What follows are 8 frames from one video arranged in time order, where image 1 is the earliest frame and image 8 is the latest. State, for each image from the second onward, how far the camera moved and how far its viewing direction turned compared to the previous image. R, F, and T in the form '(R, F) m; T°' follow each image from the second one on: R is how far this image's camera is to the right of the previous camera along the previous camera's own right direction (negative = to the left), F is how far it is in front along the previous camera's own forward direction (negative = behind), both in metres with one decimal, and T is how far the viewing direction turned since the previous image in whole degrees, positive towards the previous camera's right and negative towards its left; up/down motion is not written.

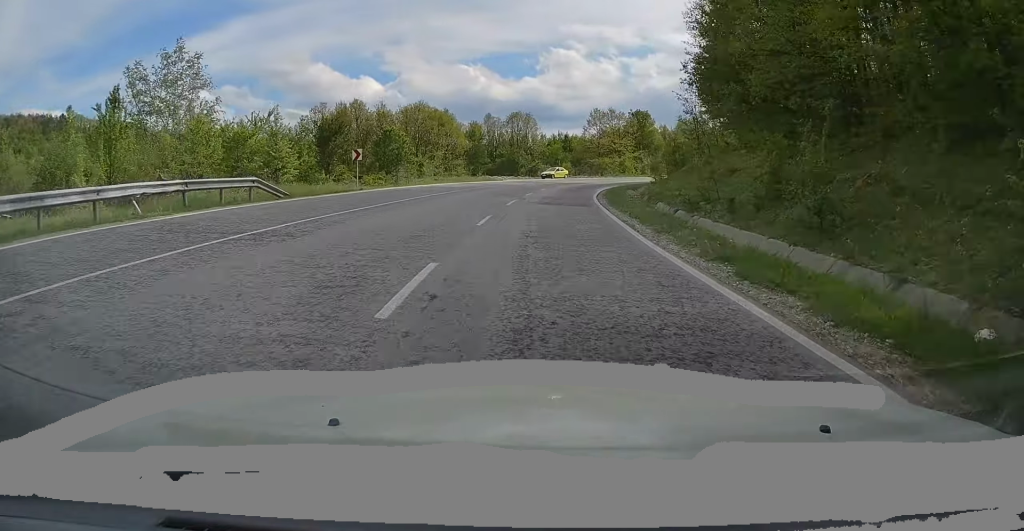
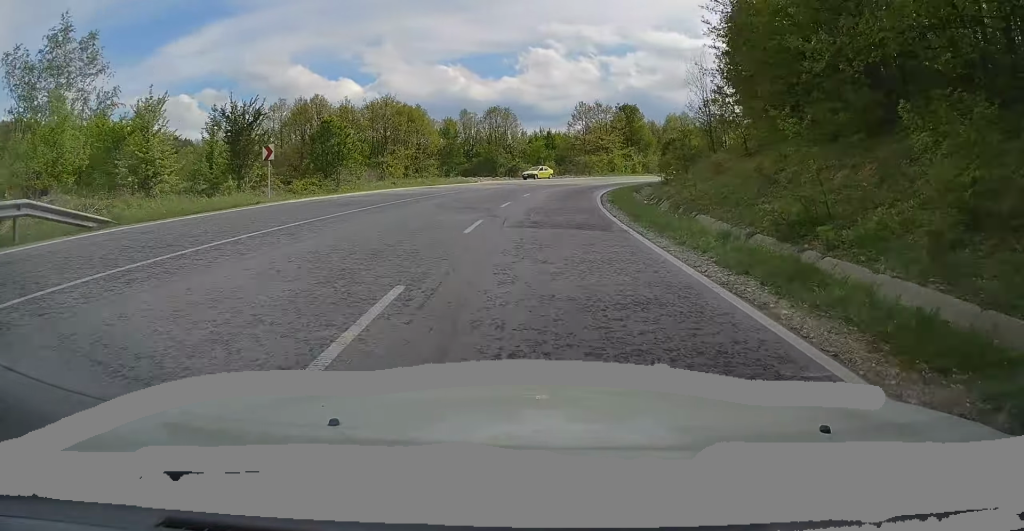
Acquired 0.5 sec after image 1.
(+0.3, +10.2) m; +2°
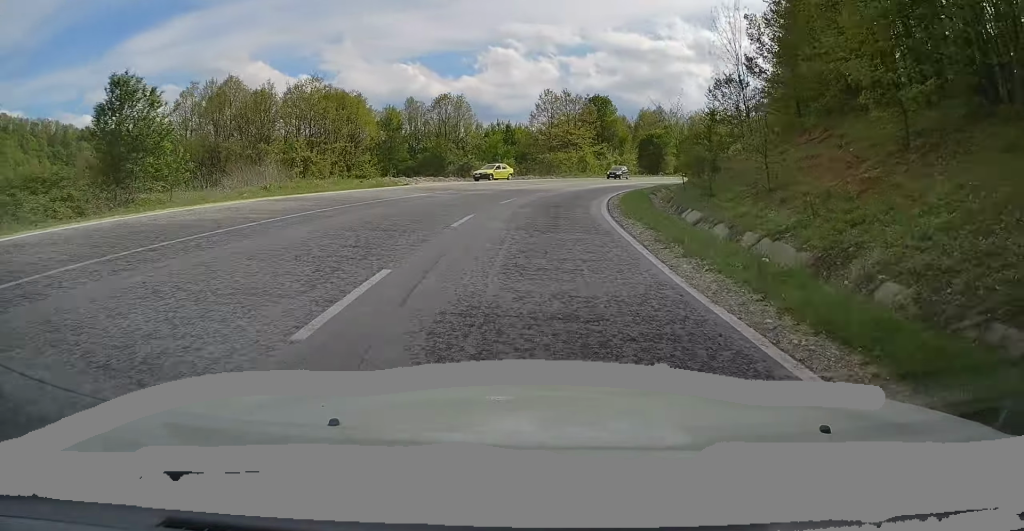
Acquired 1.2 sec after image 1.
(+0.4, +16.8) m; +4°
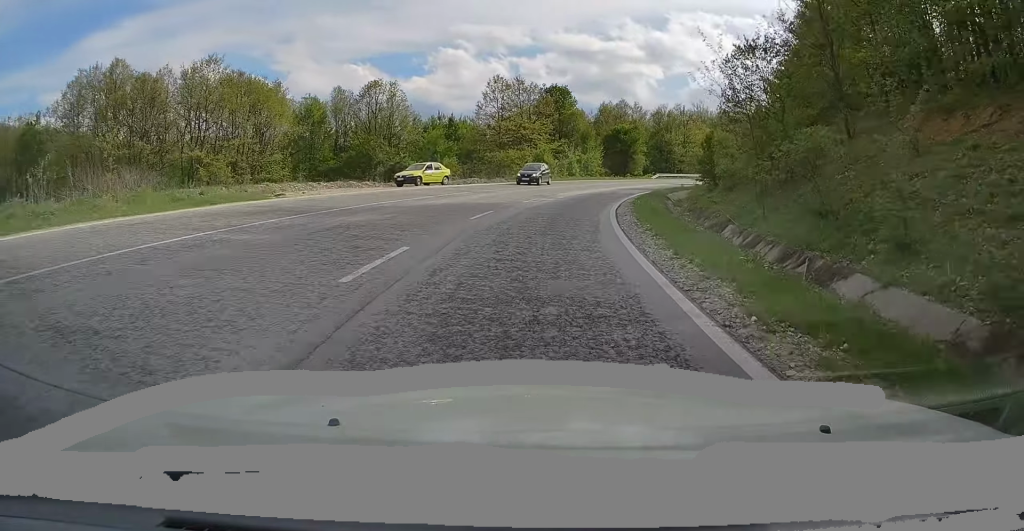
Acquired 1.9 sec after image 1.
(+0.2, +15.2) m; +5°
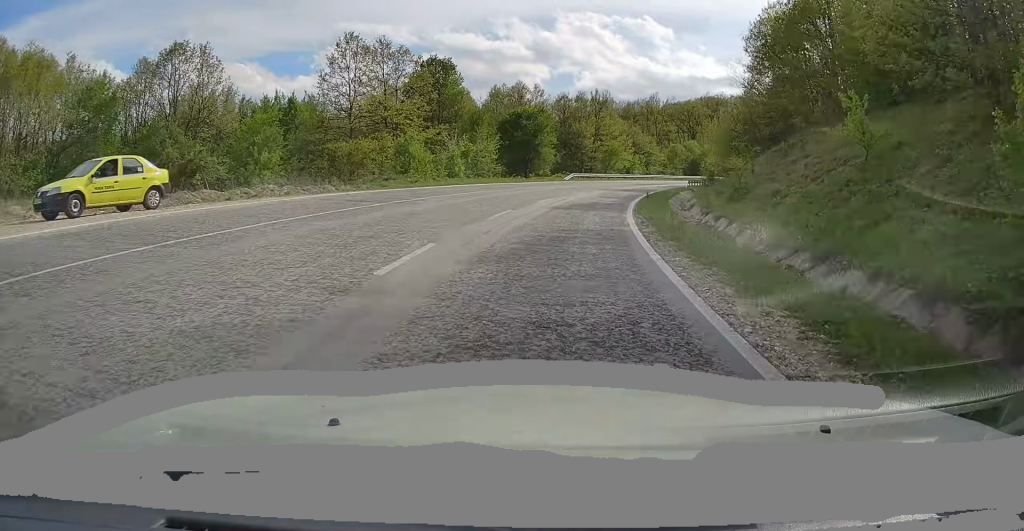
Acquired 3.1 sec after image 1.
(+2.0, +24.9) m; +9°
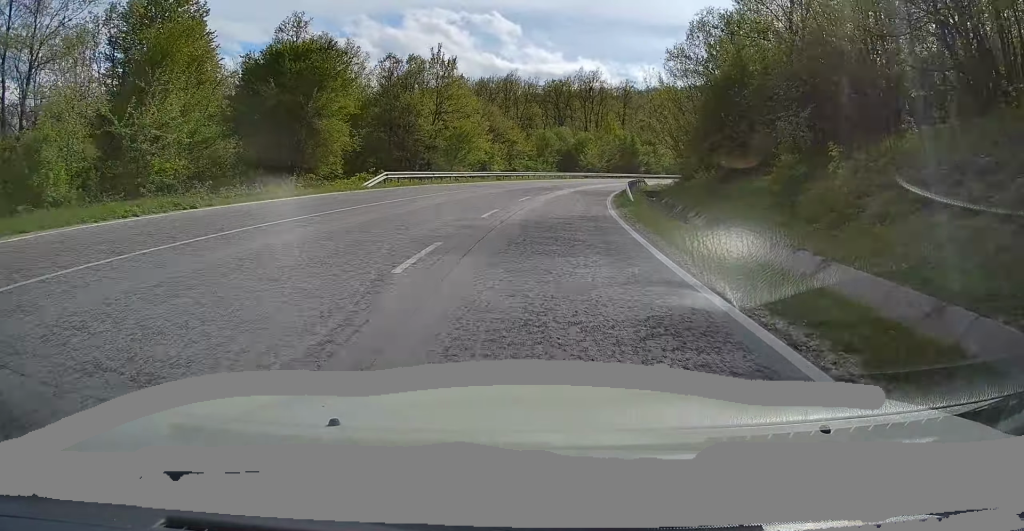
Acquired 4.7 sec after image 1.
(+4.2, +34.4) m; +13°
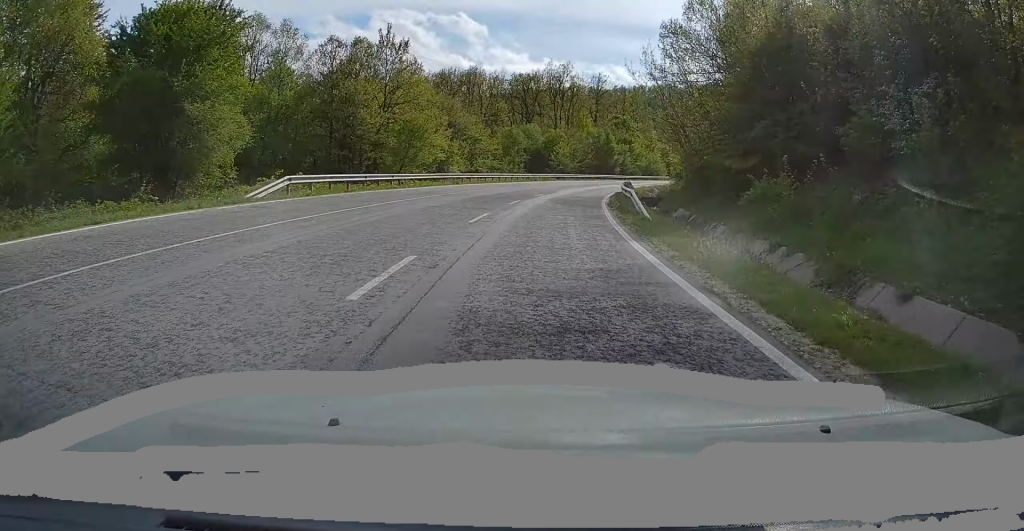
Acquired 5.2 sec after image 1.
(+0.3, +9.9) m; +3°
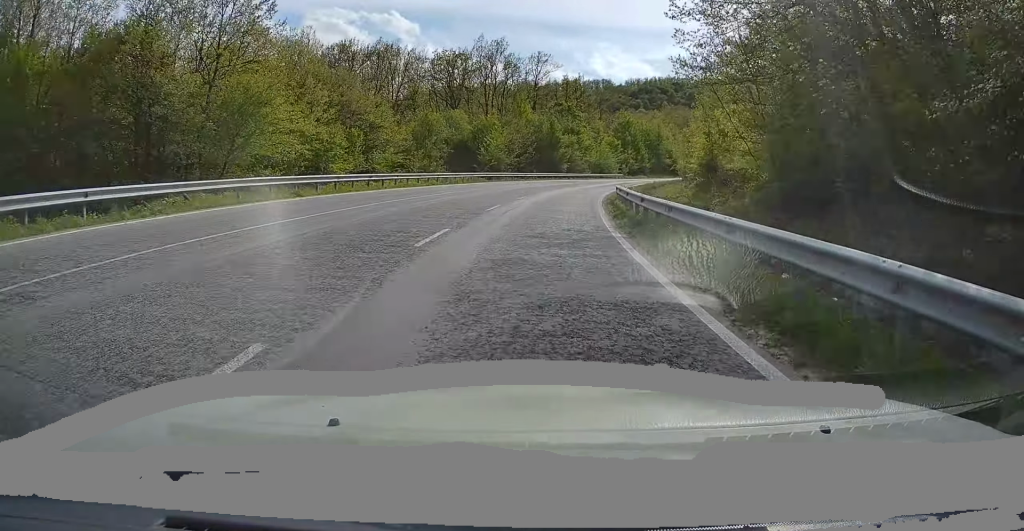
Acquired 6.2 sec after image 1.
(+1.3, +21.9) m; +6°
